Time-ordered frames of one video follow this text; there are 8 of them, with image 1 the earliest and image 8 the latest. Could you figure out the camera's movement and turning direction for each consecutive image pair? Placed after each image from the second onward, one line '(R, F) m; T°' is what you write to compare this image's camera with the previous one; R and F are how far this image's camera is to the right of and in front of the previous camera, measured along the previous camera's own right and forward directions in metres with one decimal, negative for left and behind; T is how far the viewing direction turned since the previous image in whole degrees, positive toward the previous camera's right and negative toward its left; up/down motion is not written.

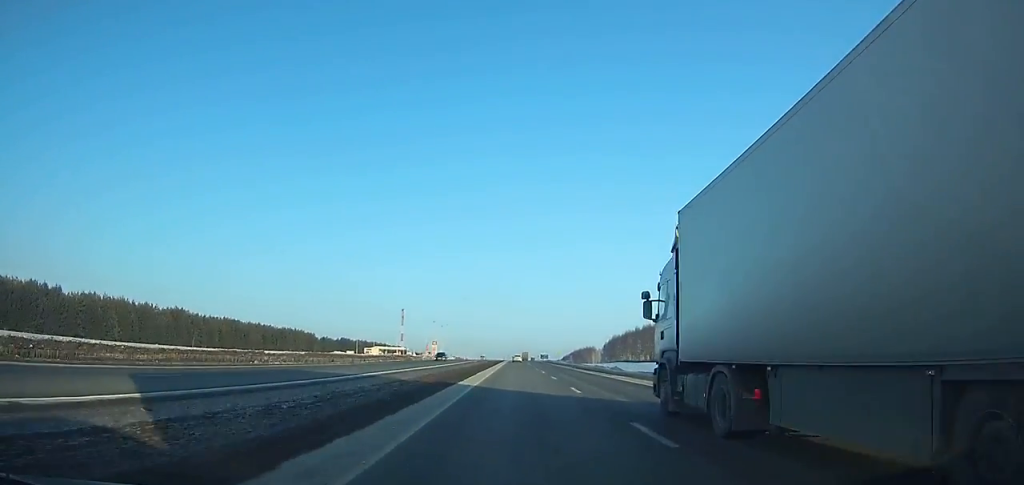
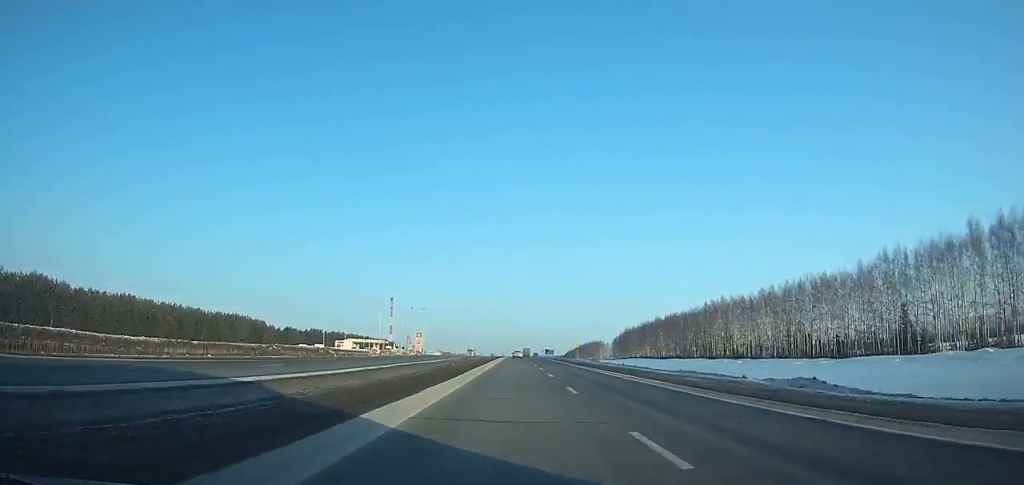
(+0.1, +49.4) m; 0°
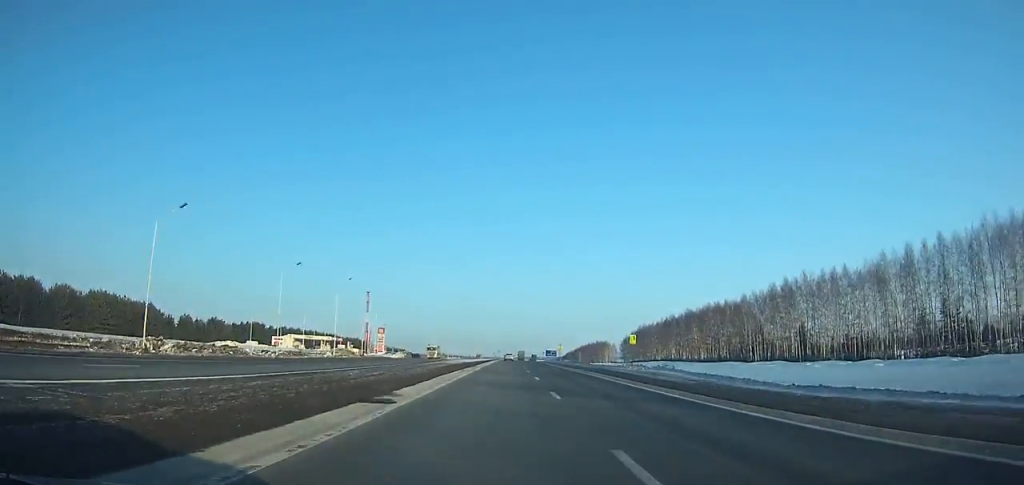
(0.0, +60.7) m; 0°
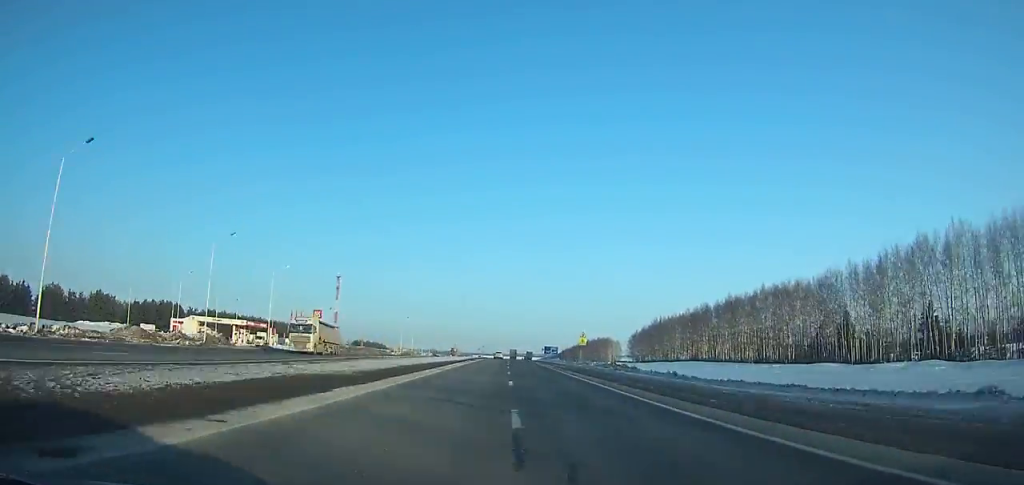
(+0.4, +53.7) m; 0°
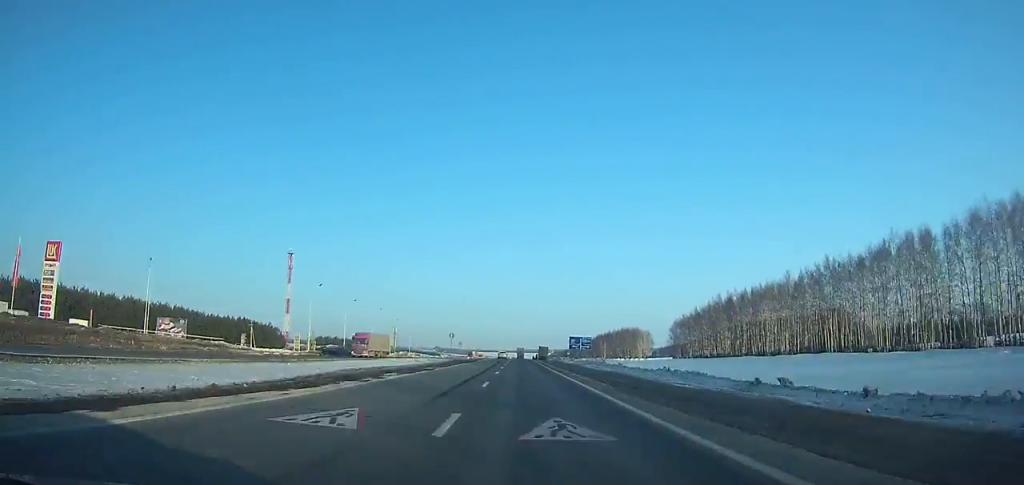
(-0.3, +83.4) m; 0°
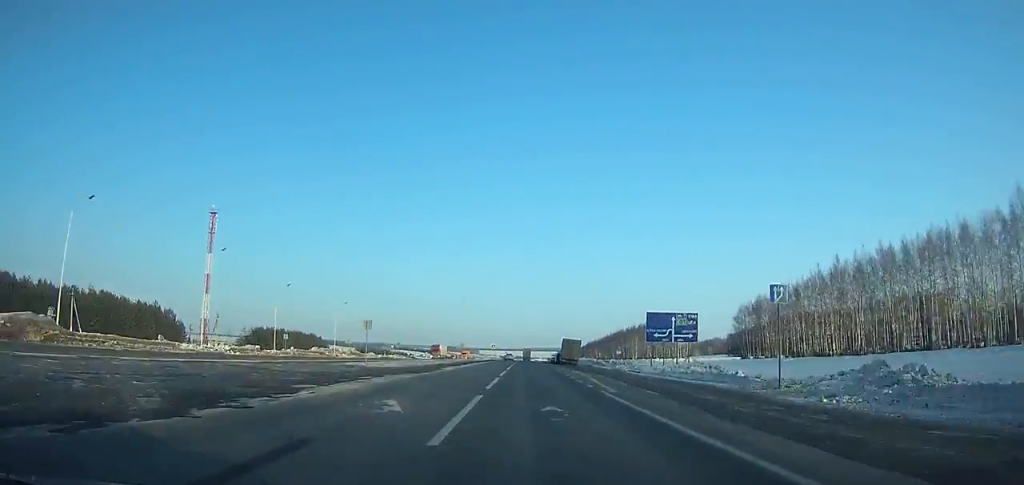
(-0.2, +78.7) m; 0°
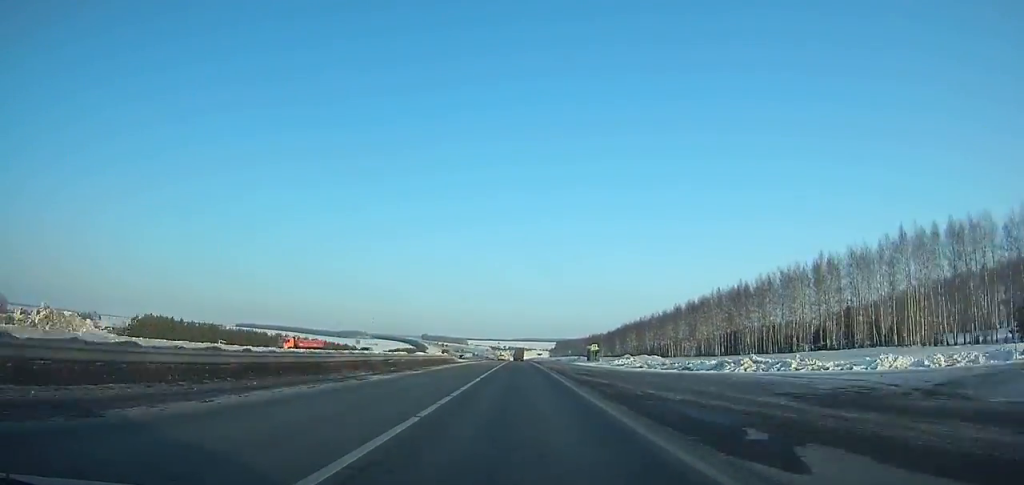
(+0.5, +214.6) m; 0°
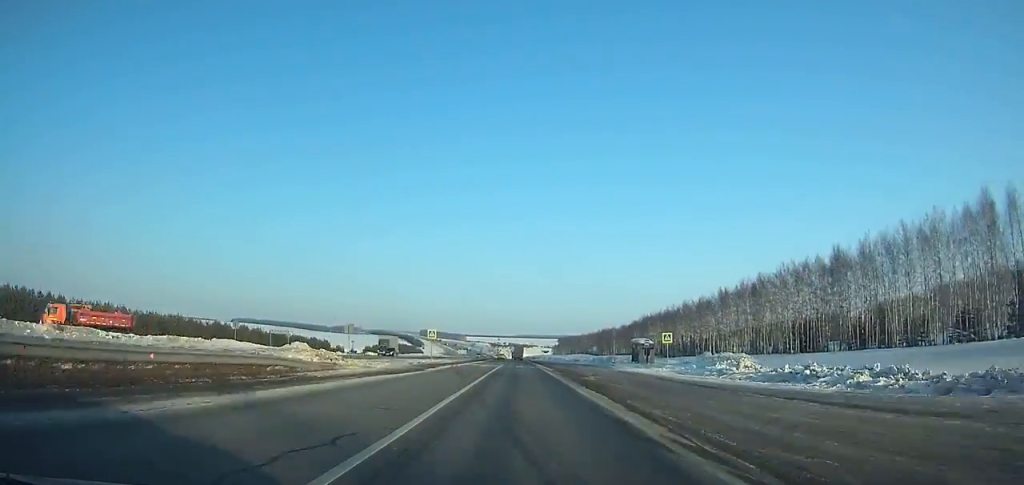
(0.0, +52.5) m; 0°
